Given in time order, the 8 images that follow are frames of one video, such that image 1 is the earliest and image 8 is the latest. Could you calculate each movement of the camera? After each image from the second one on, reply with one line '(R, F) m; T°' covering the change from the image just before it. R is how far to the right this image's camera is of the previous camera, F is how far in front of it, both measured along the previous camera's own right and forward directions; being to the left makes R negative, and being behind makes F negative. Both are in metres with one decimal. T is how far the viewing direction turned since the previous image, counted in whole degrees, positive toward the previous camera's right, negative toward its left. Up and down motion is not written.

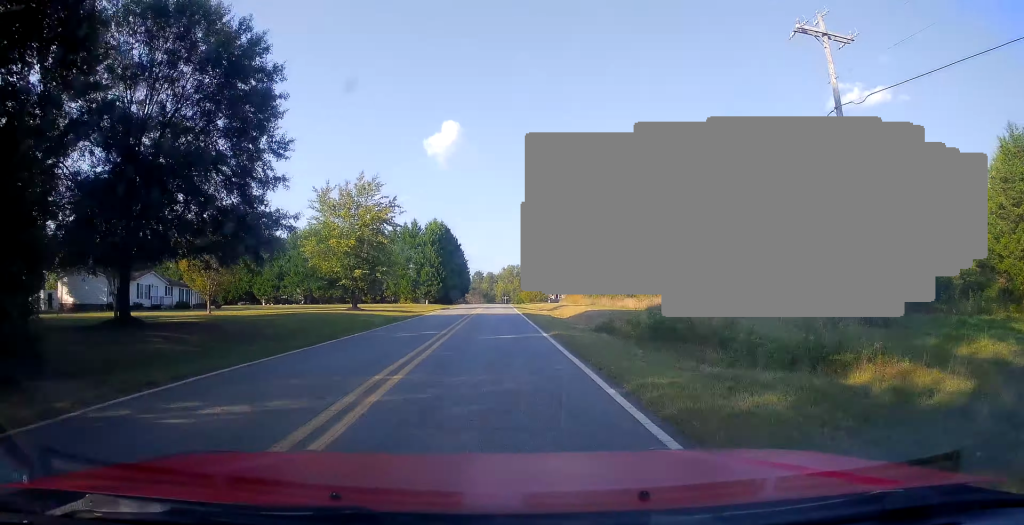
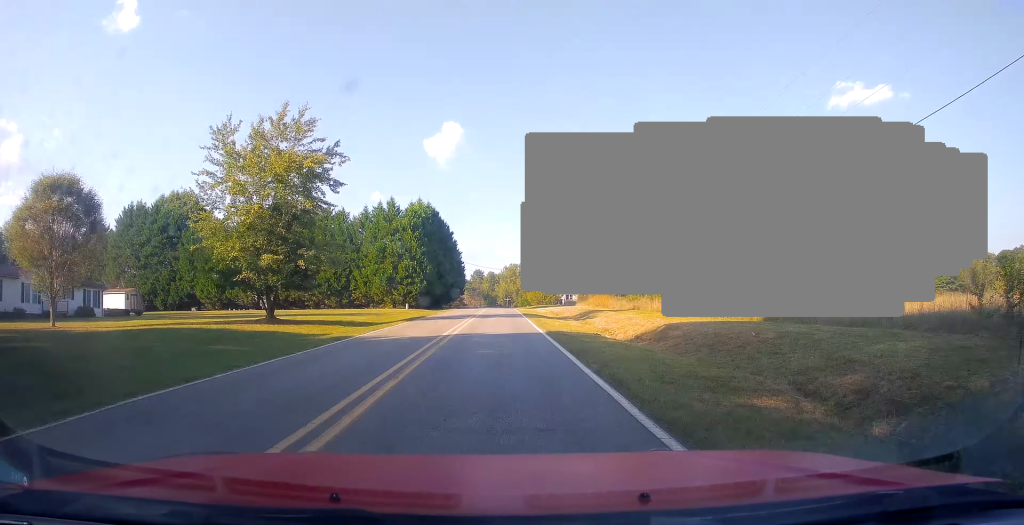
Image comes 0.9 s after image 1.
(0.0, +18.6) m; 0°
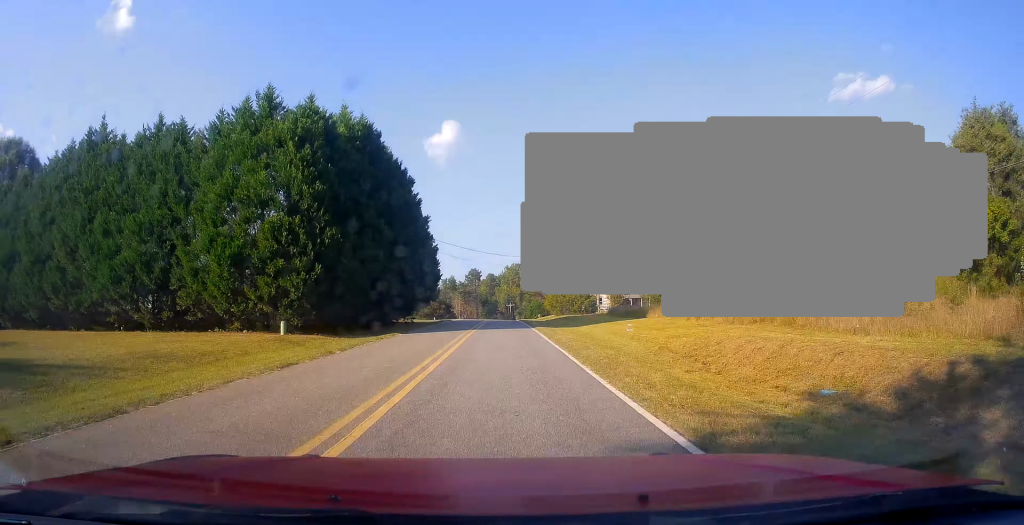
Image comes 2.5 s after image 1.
(+0.2, +35.7) m; +1°
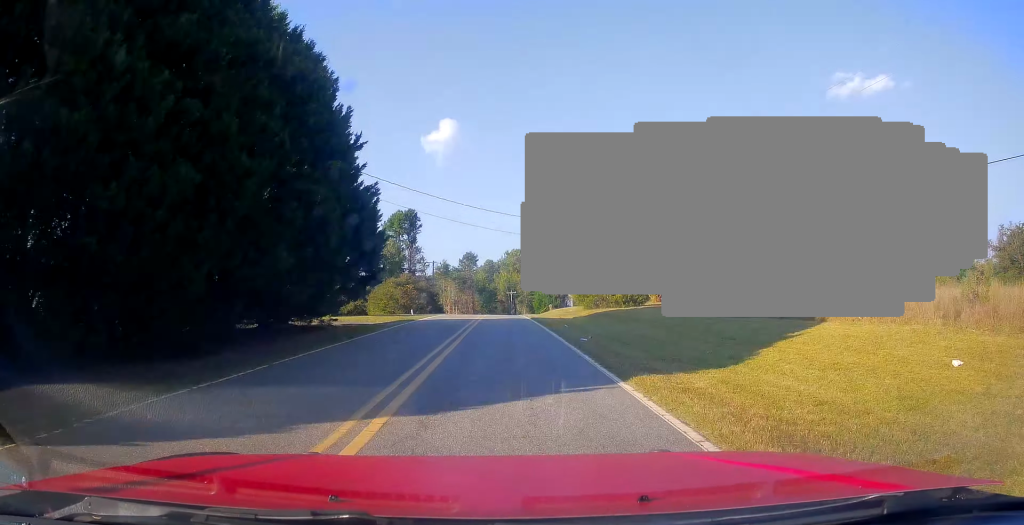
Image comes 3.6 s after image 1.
(+0.1, +22.3) m; 0°
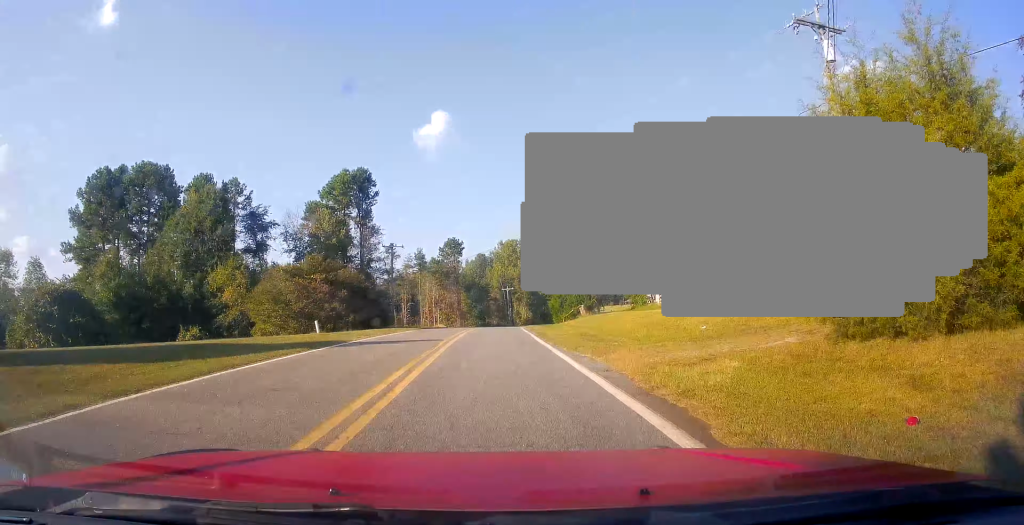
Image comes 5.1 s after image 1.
(+0.6, +32.9) m; 0°
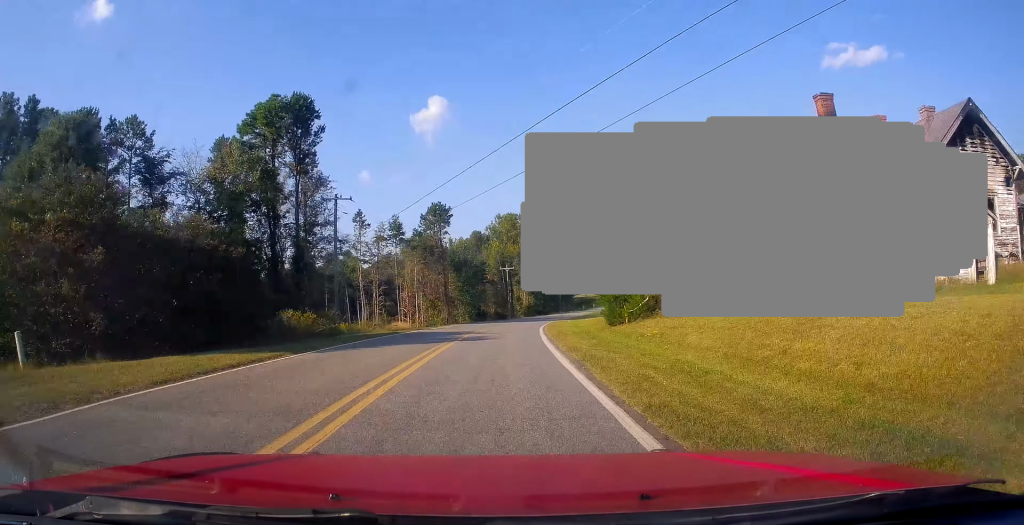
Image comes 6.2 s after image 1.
(-0.9, +22.2) m; 0°
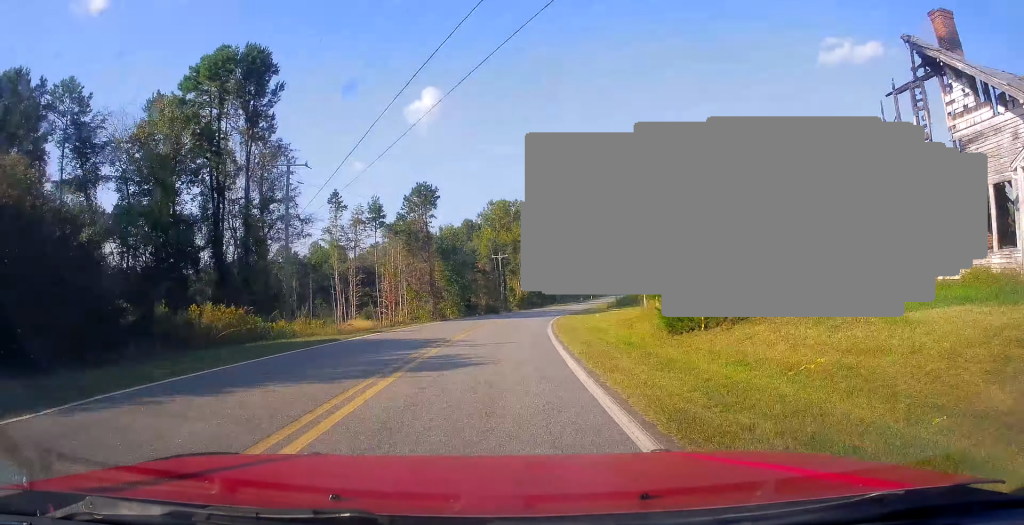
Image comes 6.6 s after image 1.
(+0.3, +9.8) m; +1°
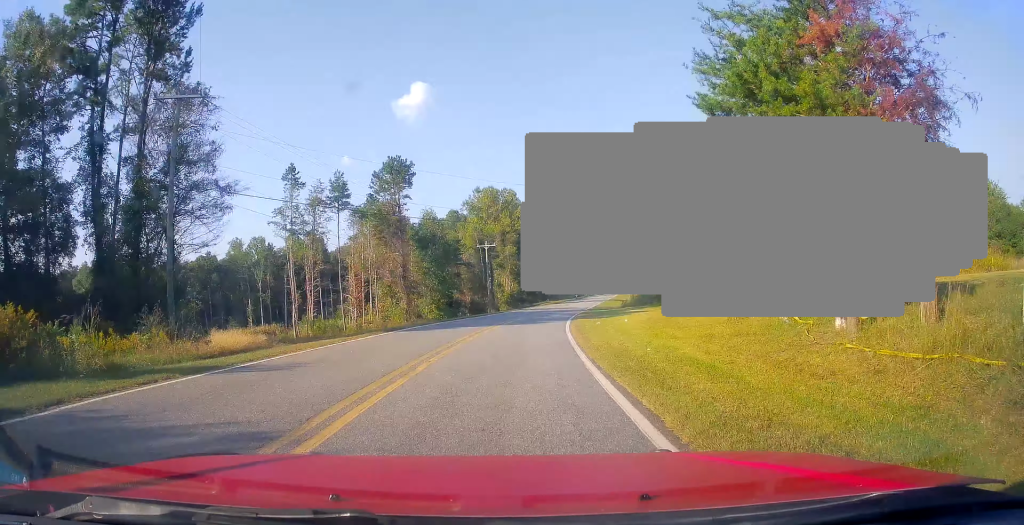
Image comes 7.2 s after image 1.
(+0.4, +12.4) m; +2°
